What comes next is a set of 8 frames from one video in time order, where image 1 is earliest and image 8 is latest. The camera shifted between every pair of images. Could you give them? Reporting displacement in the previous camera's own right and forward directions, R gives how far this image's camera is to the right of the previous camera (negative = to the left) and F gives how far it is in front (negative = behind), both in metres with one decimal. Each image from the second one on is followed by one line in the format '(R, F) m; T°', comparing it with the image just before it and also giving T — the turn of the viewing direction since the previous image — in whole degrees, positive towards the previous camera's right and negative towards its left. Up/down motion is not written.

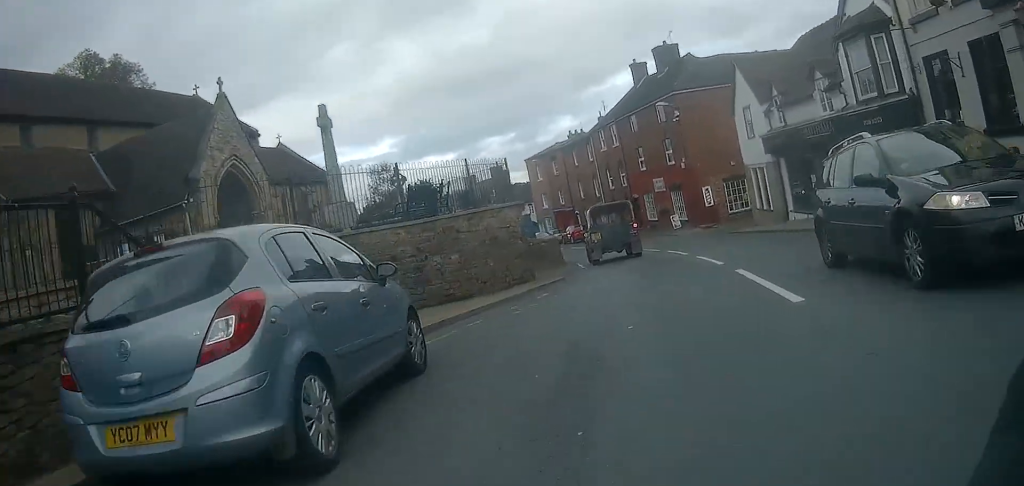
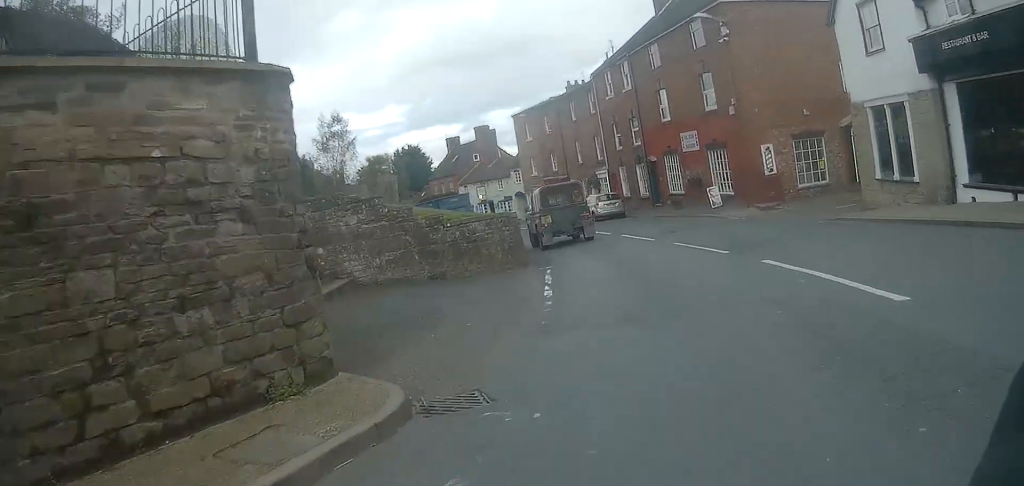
(-0.2, +13.5) m; -4°
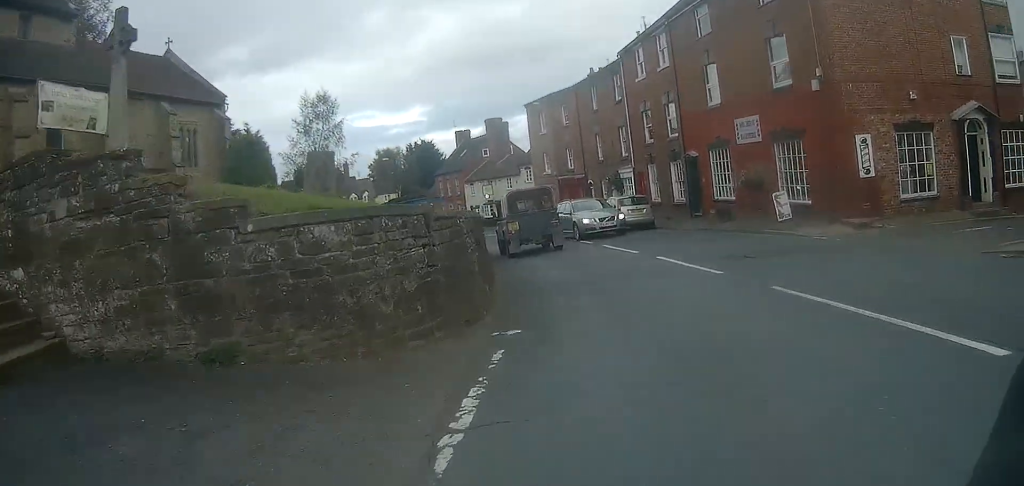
(-0.1, +7.6) m; -4°
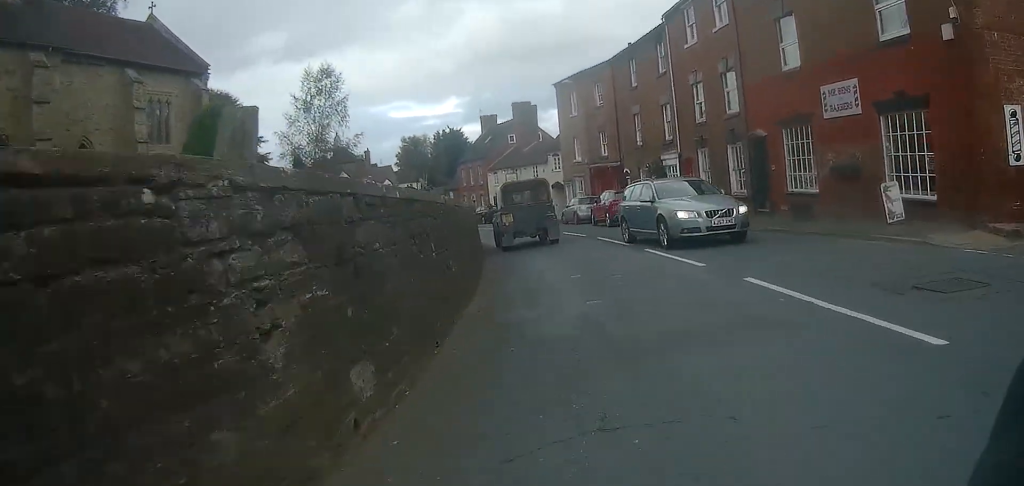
(-0.3, +5.7) m; -4°
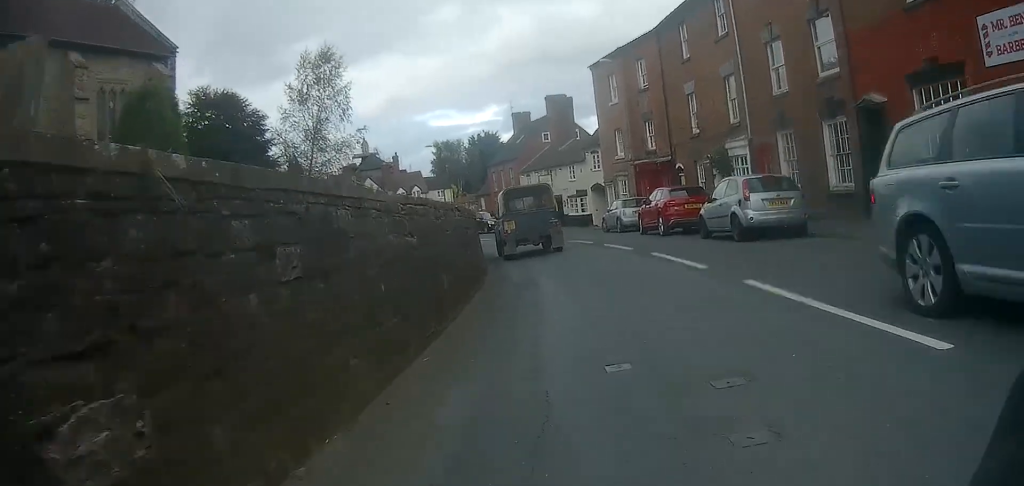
(-0.2, +6.1) m; -3°
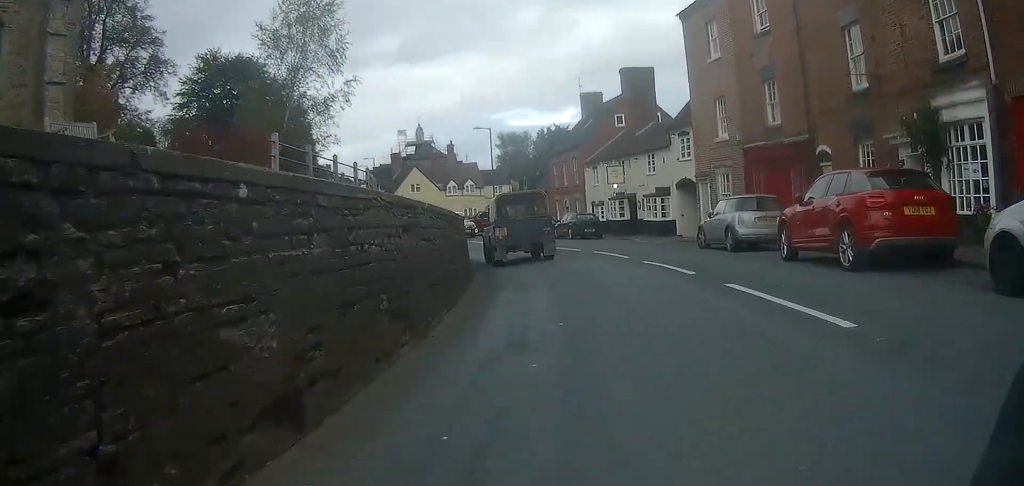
(-0.3, +10.4) m; -4°
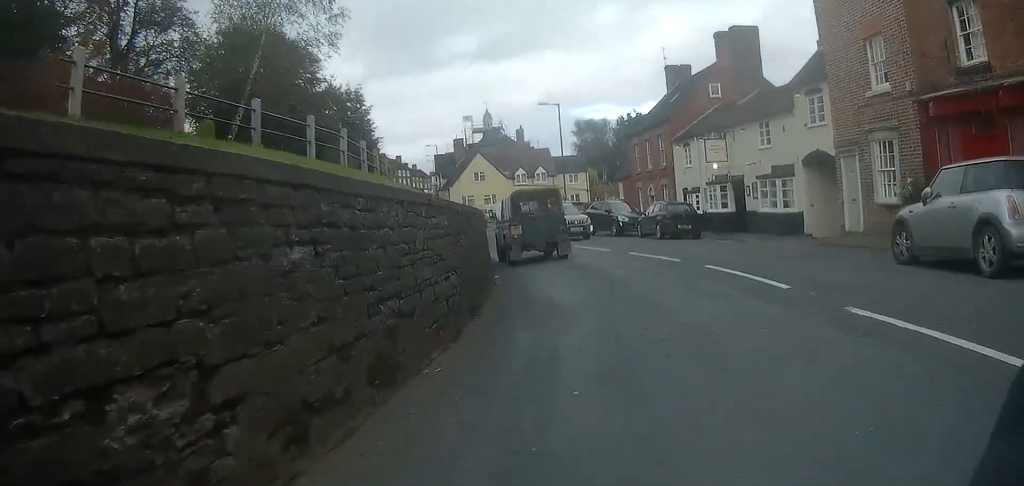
(-0.4, +7.9) m; -6°
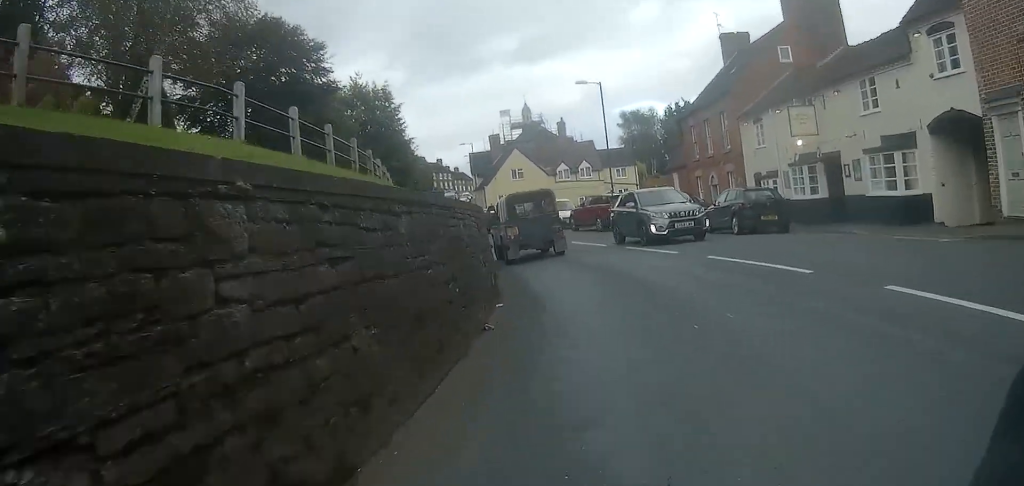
(-0.3, +5.8) m; -6°
